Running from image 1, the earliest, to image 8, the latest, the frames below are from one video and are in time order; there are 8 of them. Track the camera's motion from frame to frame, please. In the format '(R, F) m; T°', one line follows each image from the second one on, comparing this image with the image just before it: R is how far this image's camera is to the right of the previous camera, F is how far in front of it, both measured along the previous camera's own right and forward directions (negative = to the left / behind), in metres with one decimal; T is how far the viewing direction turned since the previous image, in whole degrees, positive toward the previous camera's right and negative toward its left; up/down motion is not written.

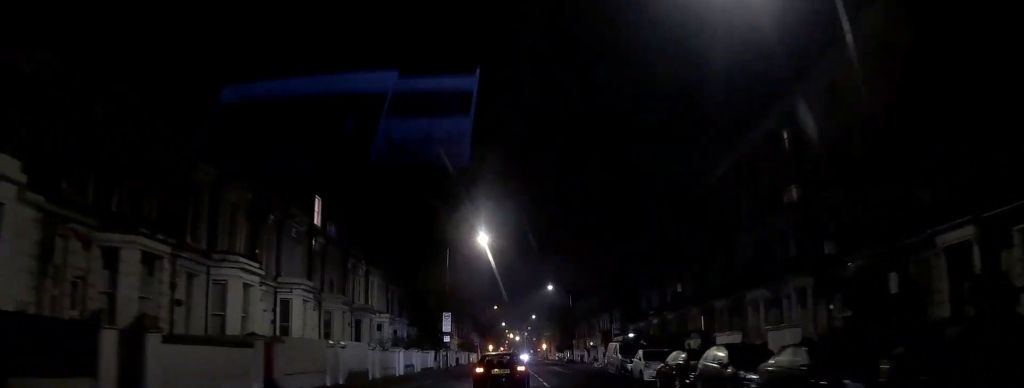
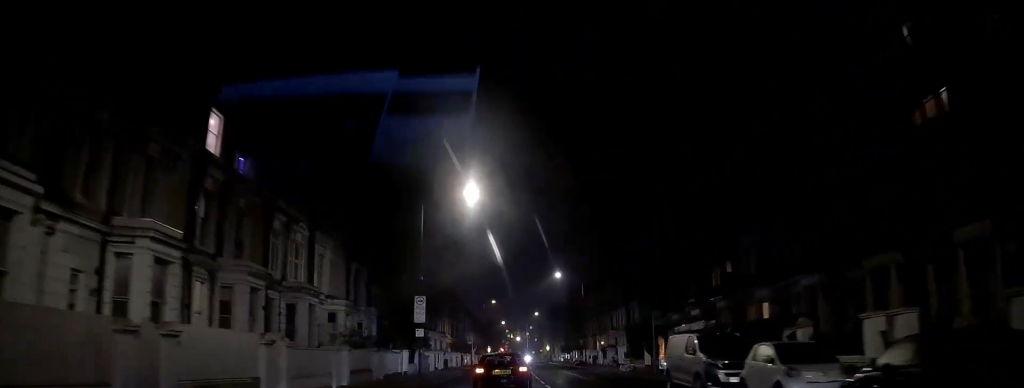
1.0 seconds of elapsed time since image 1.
(+0.1, +13.3) m; +1°
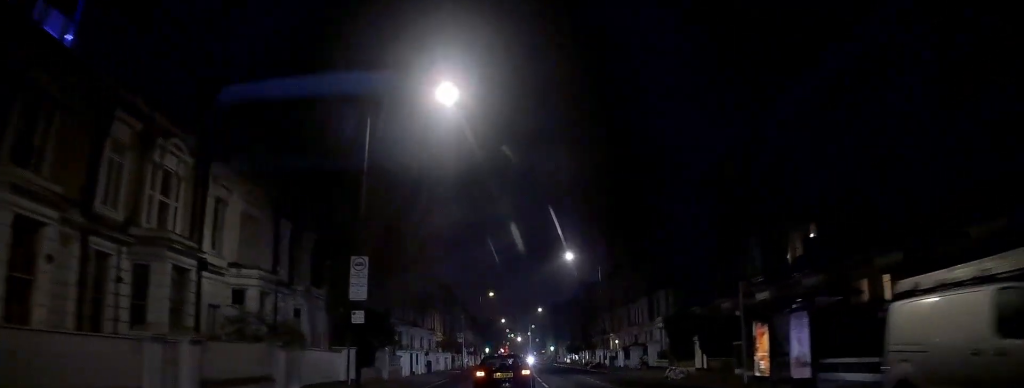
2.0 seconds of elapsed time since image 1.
(+0.1, +13.3) m; 0°
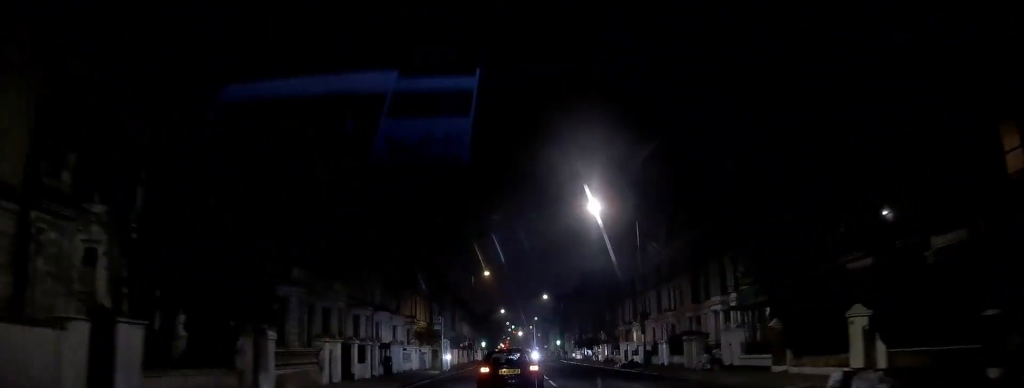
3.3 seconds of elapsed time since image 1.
(-0.4, +16.7) m; -1°
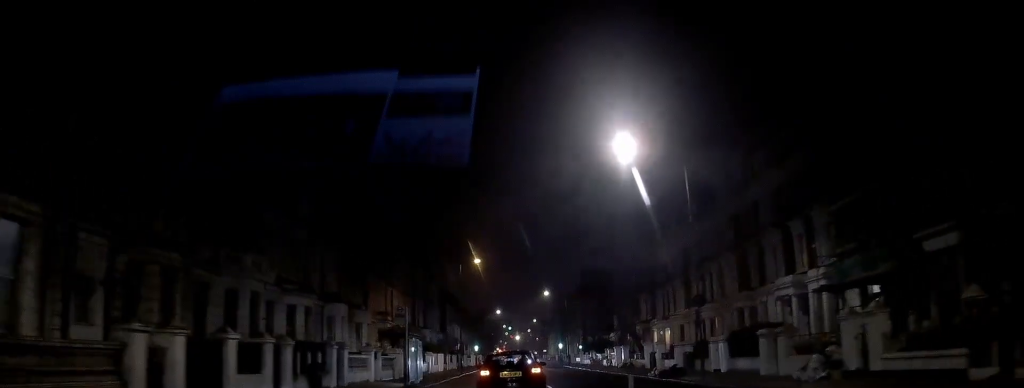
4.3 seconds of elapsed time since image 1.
(0.0, +12.1) m; +1°
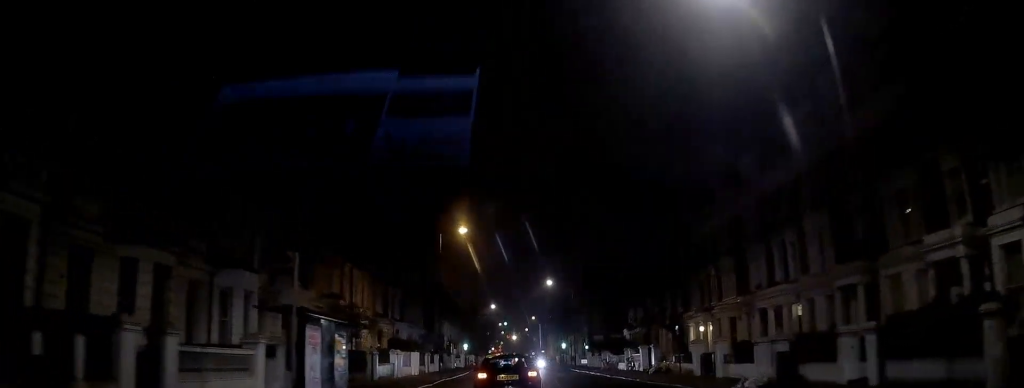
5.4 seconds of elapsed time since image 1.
(+0.1, +13.8) m; 0°
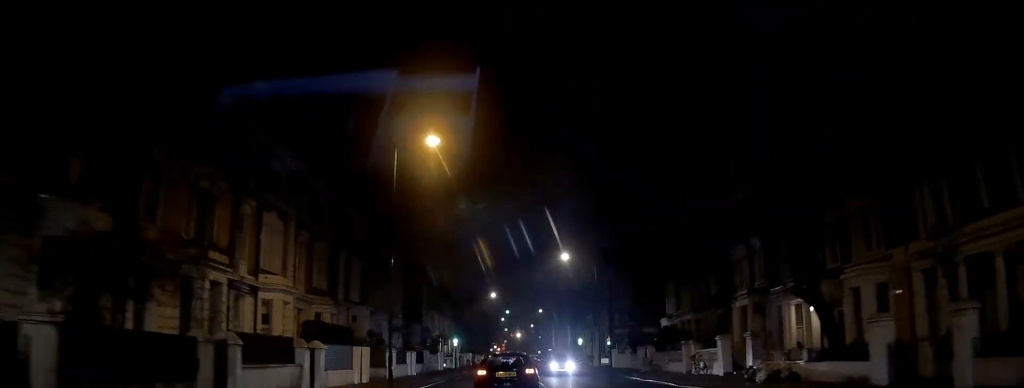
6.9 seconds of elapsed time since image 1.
(0.0, +17.3) m; 0°
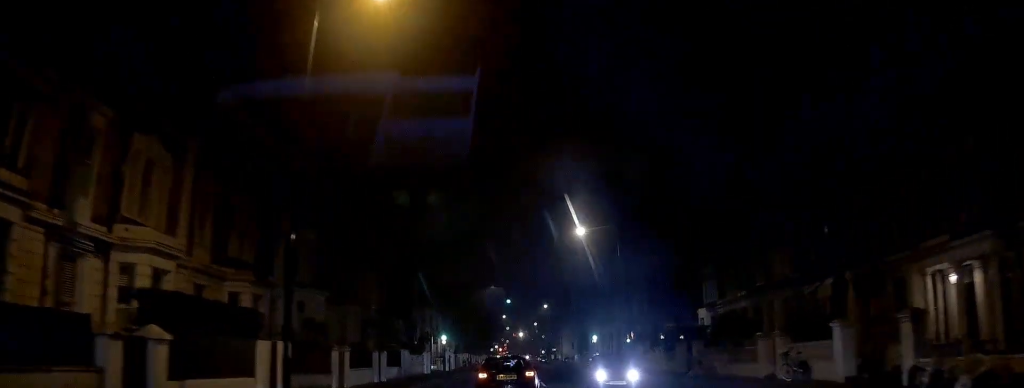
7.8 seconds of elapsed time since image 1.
(0.0, +11.1) m; -1°
